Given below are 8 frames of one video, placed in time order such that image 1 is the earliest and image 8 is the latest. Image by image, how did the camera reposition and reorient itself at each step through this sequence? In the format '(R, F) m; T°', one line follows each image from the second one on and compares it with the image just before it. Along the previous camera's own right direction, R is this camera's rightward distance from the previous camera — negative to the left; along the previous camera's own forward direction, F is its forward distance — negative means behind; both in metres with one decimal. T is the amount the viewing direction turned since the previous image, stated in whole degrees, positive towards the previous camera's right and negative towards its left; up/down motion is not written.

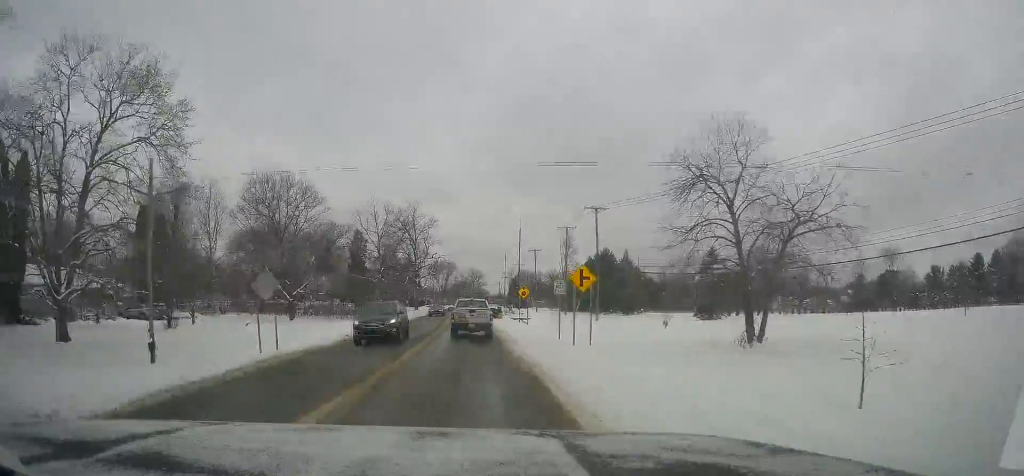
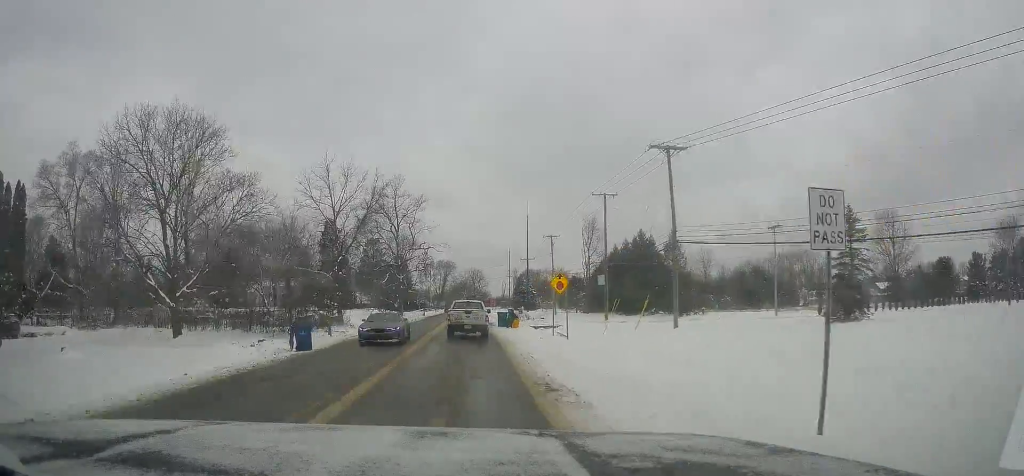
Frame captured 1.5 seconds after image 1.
(+0.6, +23.8) m; +2°
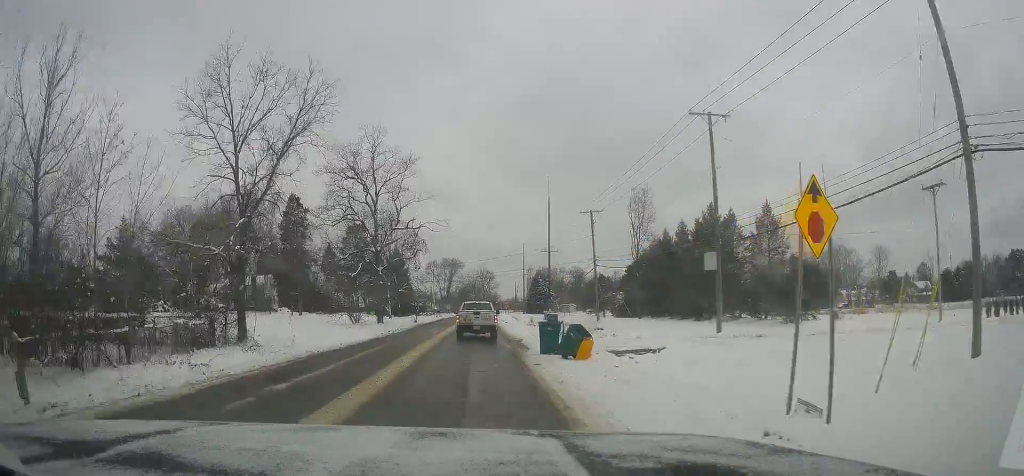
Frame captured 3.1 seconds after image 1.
(0.0, +24.3) m; -2°
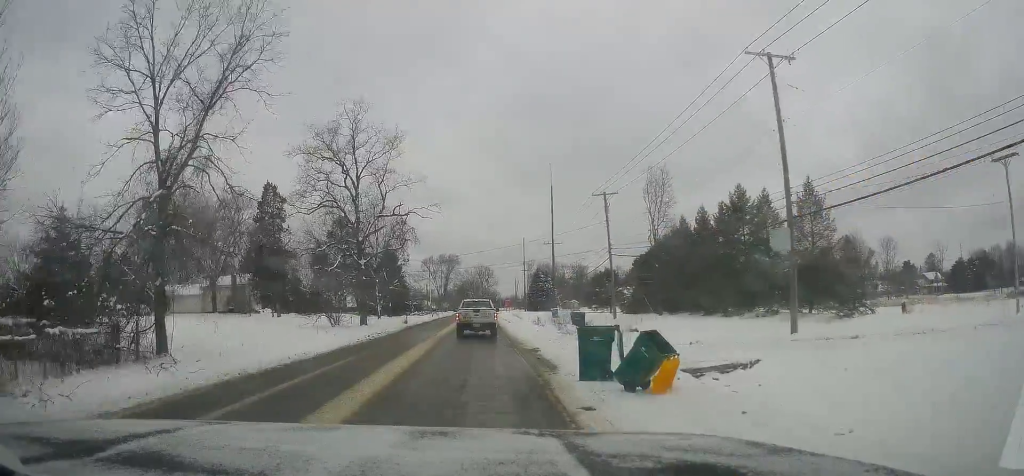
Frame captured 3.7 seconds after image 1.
(-0.2, +7.9) m; -1°
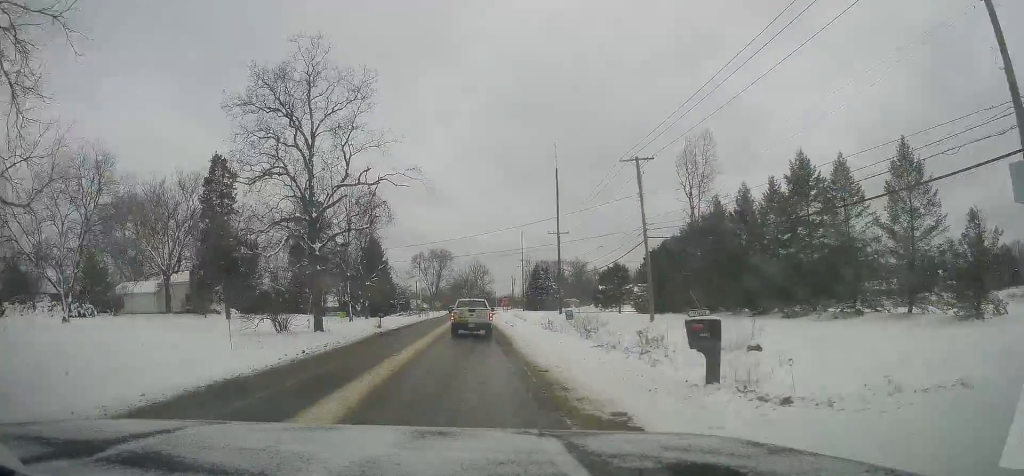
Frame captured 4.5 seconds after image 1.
(-0.3, +12.8) m; -1°
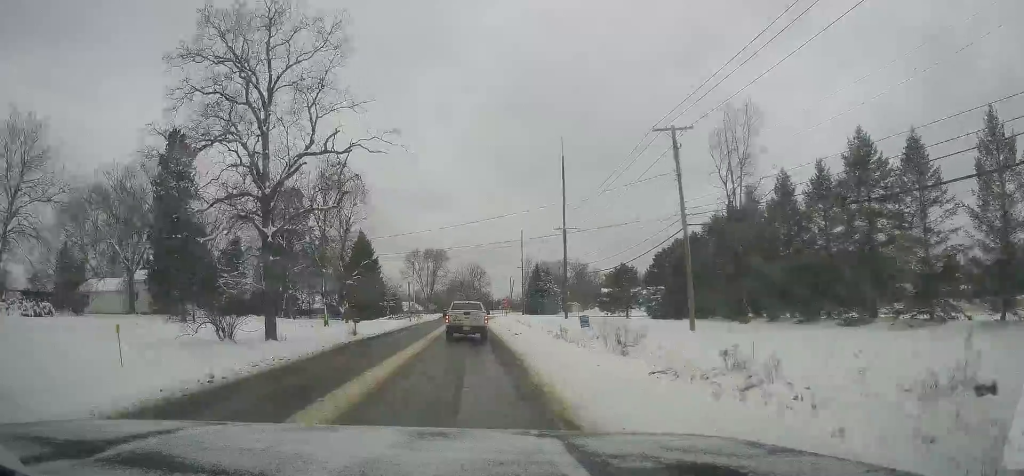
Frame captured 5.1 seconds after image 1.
(-0.1, +8.4) m; +1°
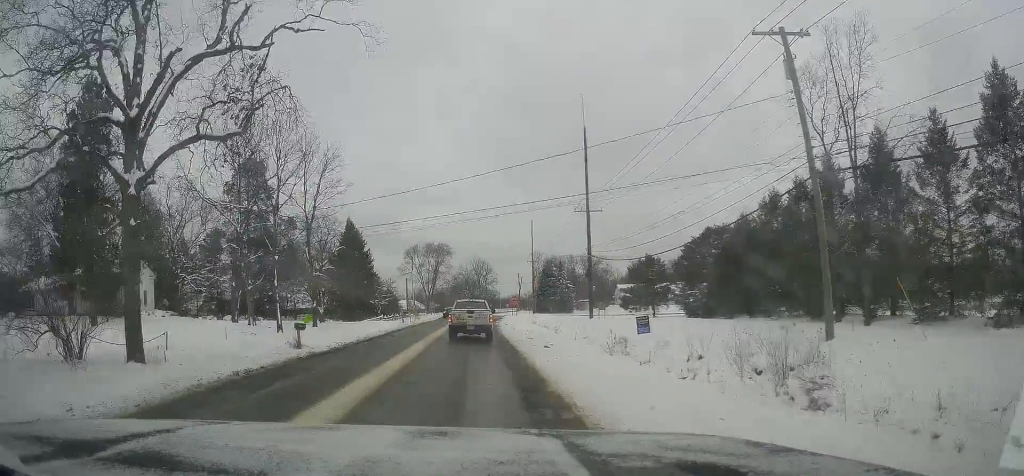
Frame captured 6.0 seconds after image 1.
(+0.4, +13.3) m; +2°
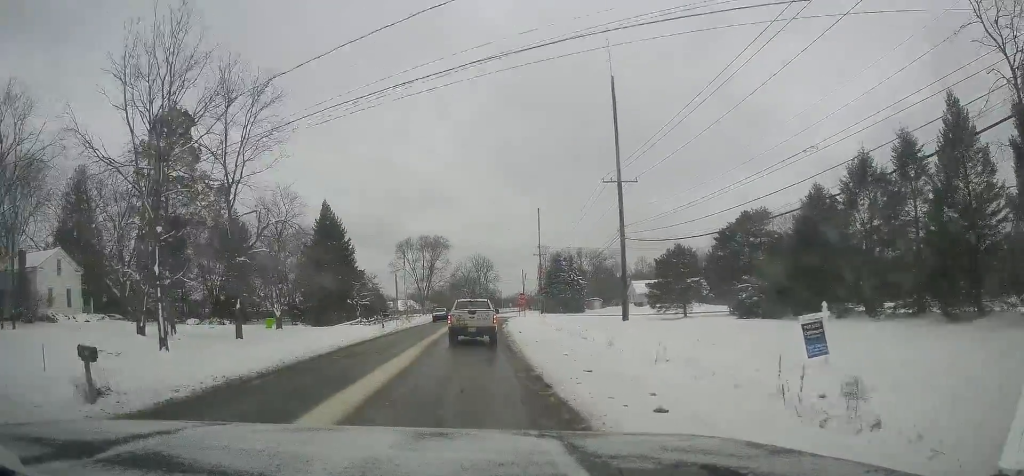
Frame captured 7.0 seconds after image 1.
(+0.1, +15.1) m; 0°
